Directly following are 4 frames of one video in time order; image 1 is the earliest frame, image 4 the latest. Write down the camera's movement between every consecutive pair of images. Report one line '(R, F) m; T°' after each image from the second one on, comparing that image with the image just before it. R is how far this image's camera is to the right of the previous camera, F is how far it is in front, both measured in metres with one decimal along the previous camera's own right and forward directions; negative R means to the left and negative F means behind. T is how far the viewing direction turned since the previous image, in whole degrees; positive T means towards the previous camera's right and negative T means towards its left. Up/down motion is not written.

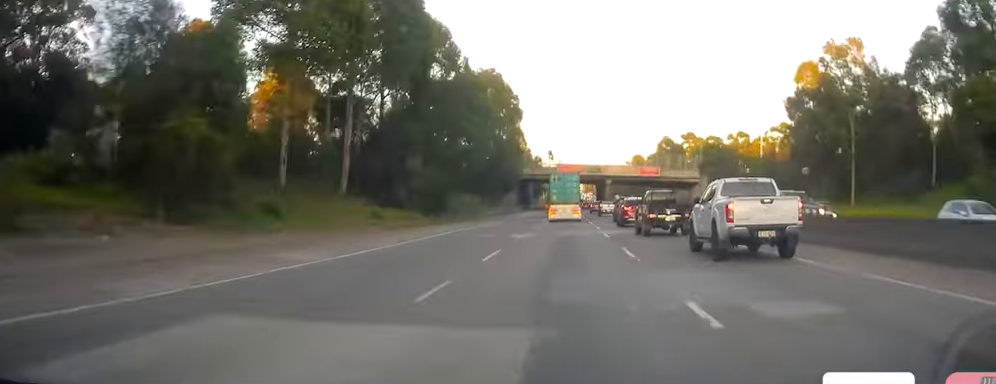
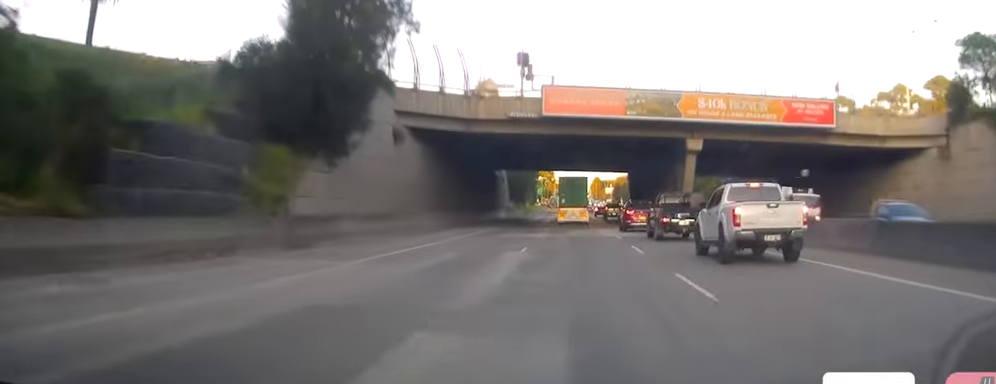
(-0.1, +94.1) m; 0°
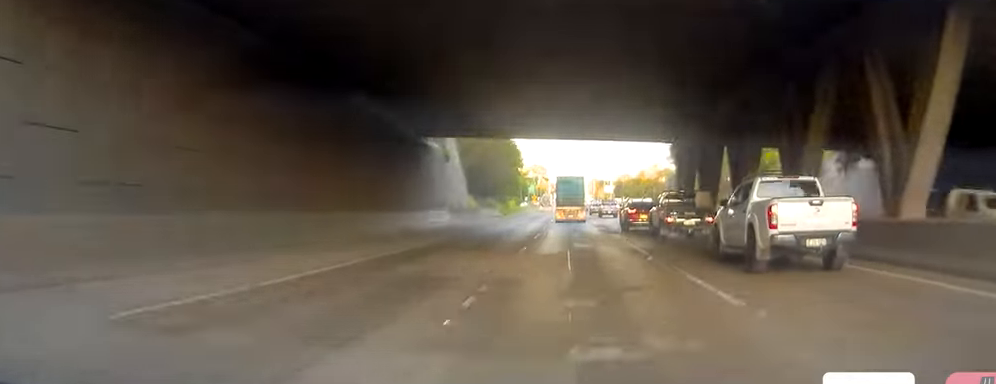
(0.0, +44.5) m; 0°
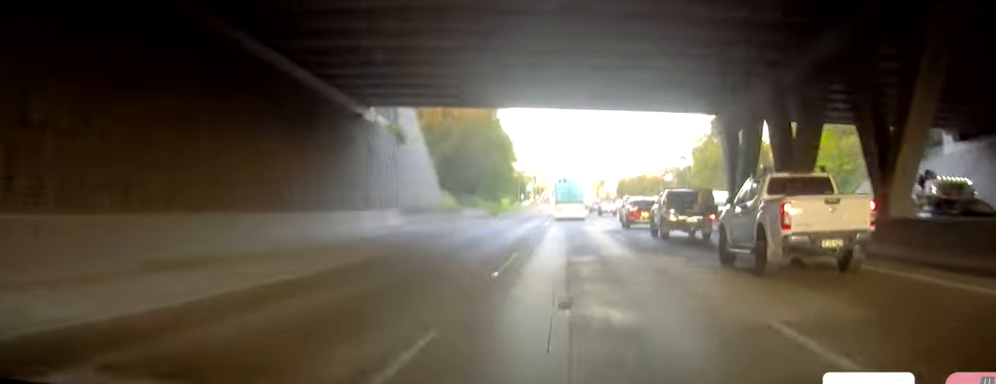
(-0.1, +16.3) m; 0°
